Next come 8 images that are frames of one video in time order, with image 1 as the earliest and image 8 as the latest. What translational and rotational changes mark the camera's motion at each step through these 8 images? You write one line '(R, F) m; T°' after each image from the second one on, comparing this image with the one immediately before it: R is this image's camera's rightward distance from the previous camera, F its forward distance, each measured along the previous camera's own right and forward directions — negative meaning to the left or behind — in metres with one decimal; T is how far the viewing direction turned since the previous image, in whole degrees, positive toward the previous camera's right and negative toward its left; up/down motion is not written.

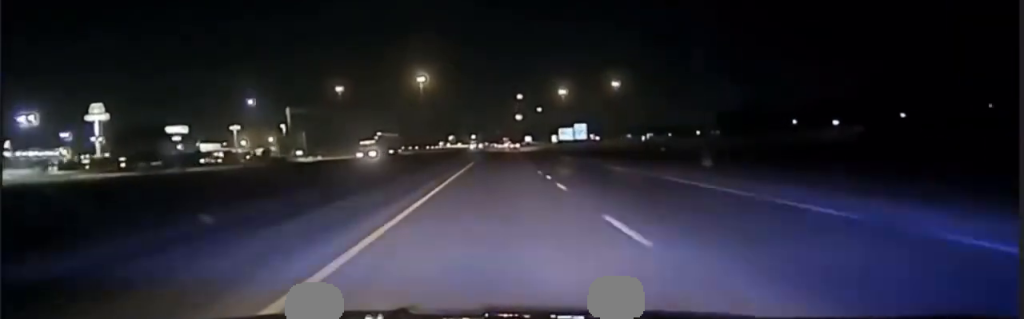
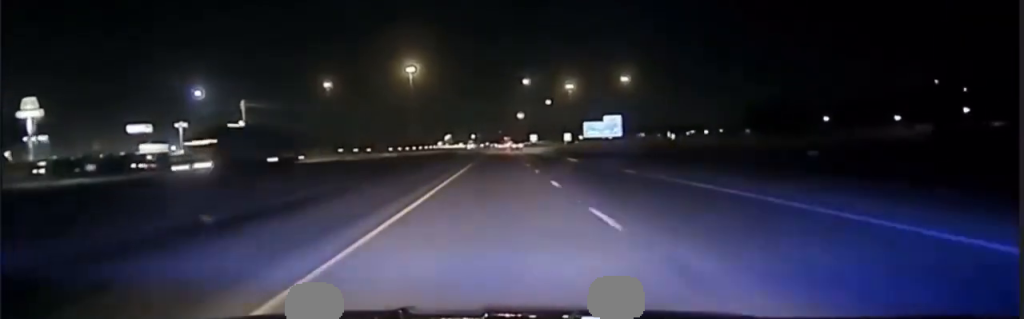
(+0.1, +49.2) m; 0°
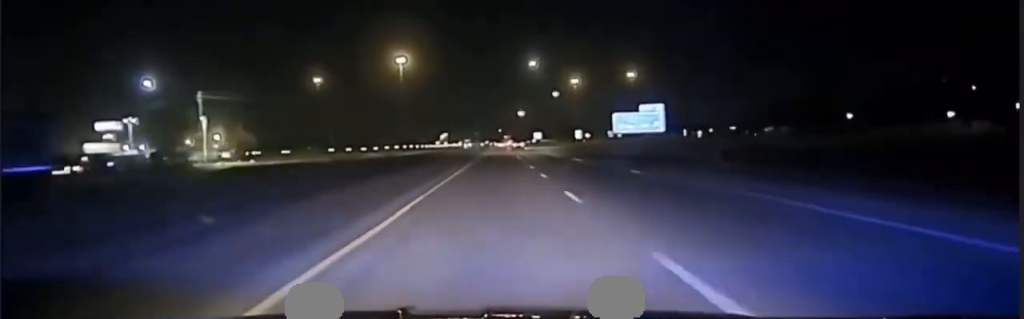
(0.0, +35.7) m; 0°
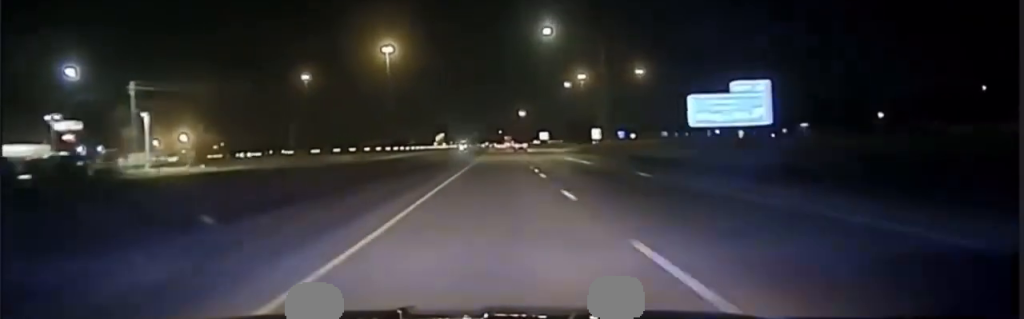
(0.0, +38.1) m; 0°
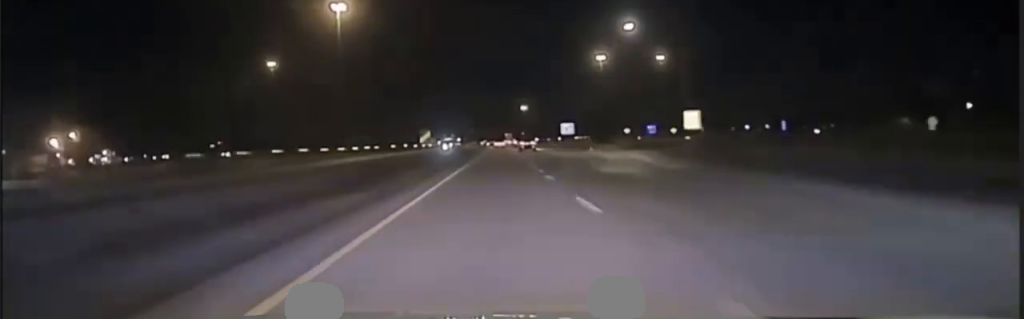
(-0.3, +79.3) m; 0°
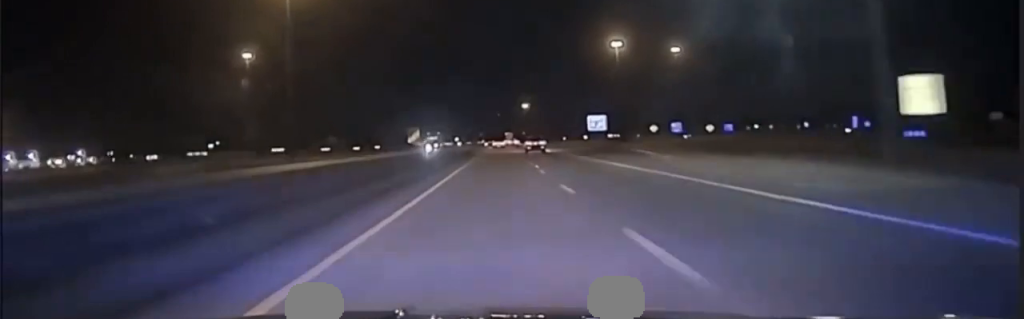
(+0.2, +41.9) m; 0°
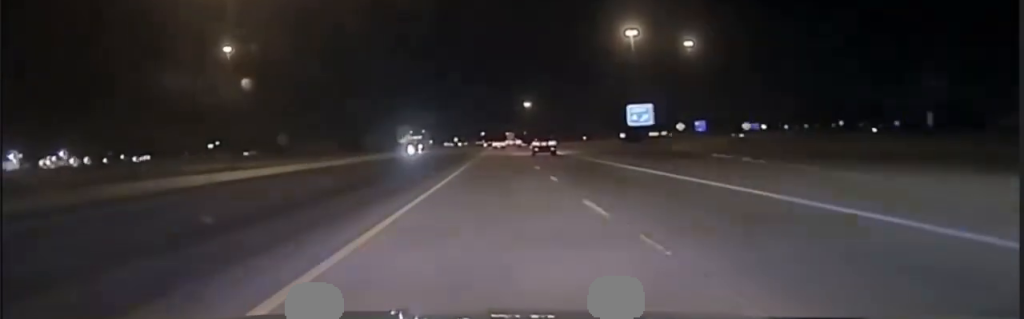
(+0.2, +28.2) m; 0°
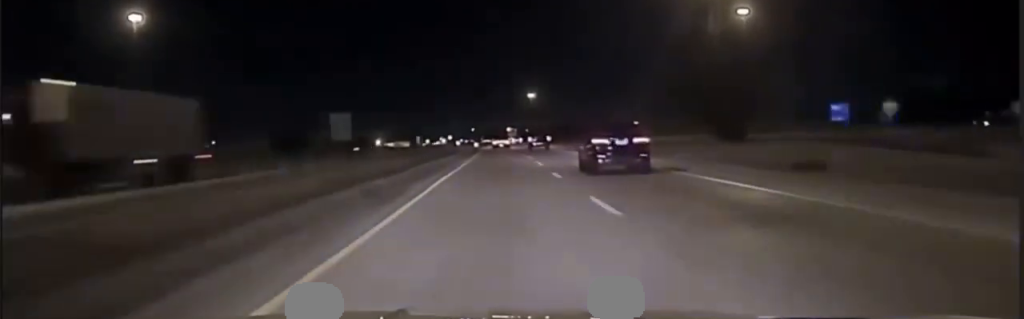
(-0.6, +87.1) m; 0°
